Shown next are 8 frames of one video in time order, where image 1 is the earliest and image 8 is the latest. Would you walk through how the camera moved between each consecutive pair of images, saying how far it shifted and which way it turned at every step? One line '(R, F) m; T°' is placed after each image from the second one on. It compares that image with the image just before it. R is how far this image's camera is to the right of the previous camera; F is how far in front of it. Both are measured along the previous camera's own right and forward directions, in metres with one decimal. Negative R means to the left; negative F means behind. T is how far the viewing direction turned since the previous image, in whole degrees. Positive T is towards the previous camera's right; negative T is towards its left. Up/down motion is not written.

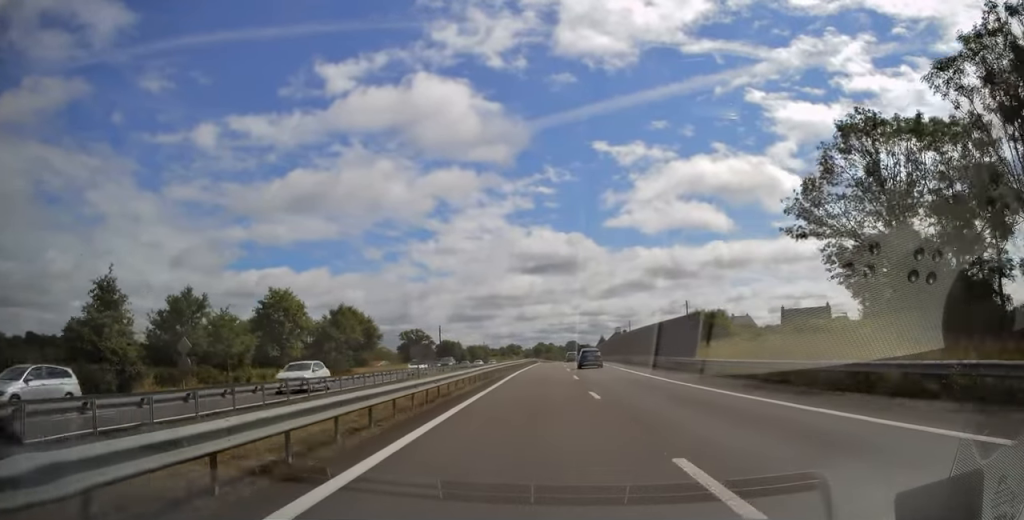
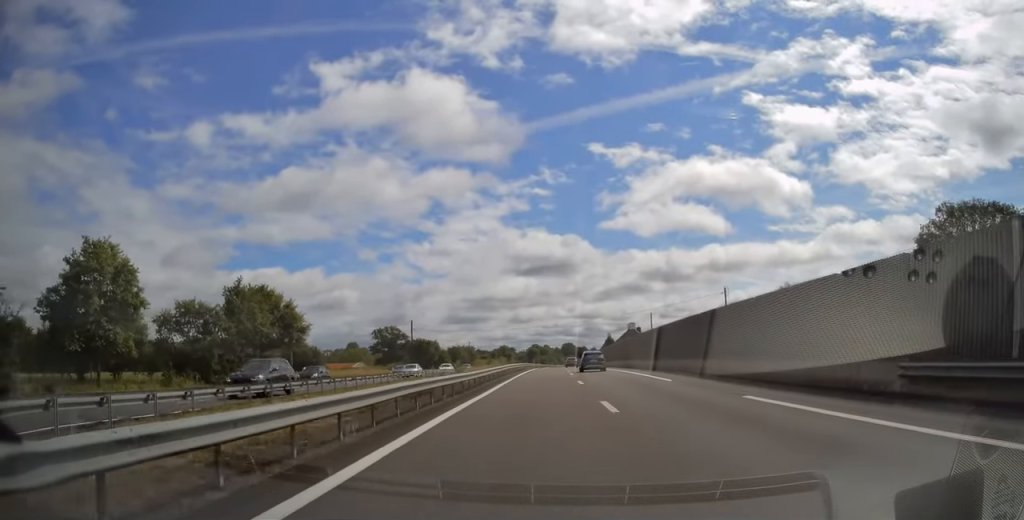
(0.0, +29.6) m; +1°
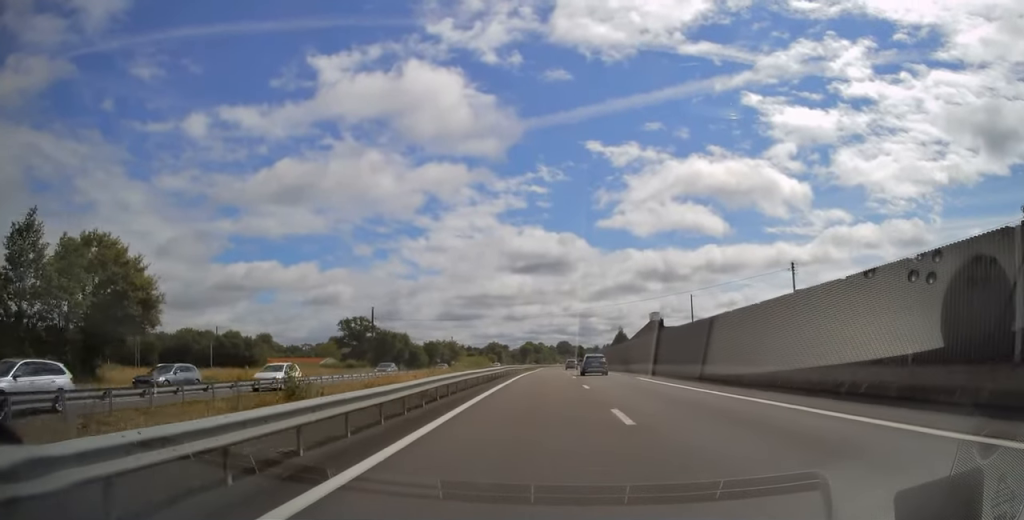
(+0.2, +28.1) m; +1°
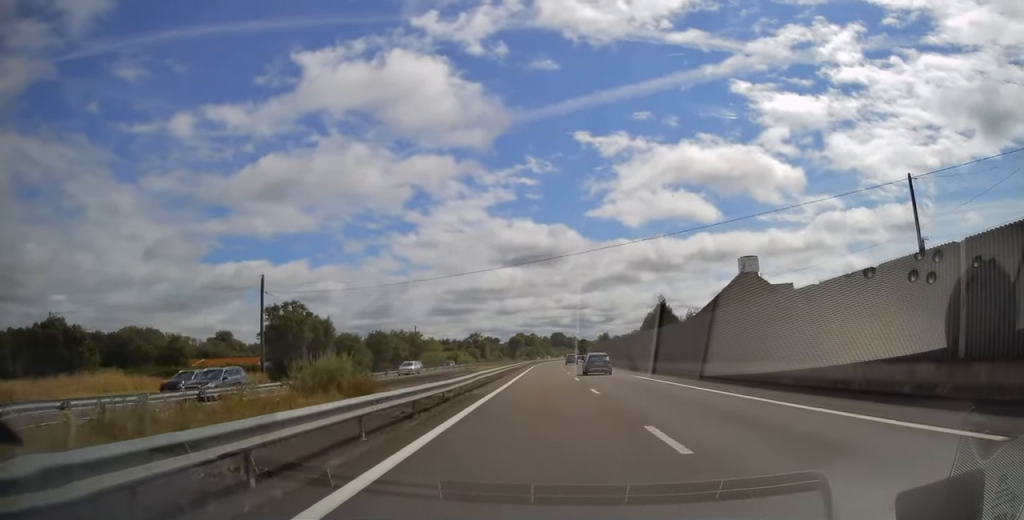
(+0.3, +41.9) m; 0°
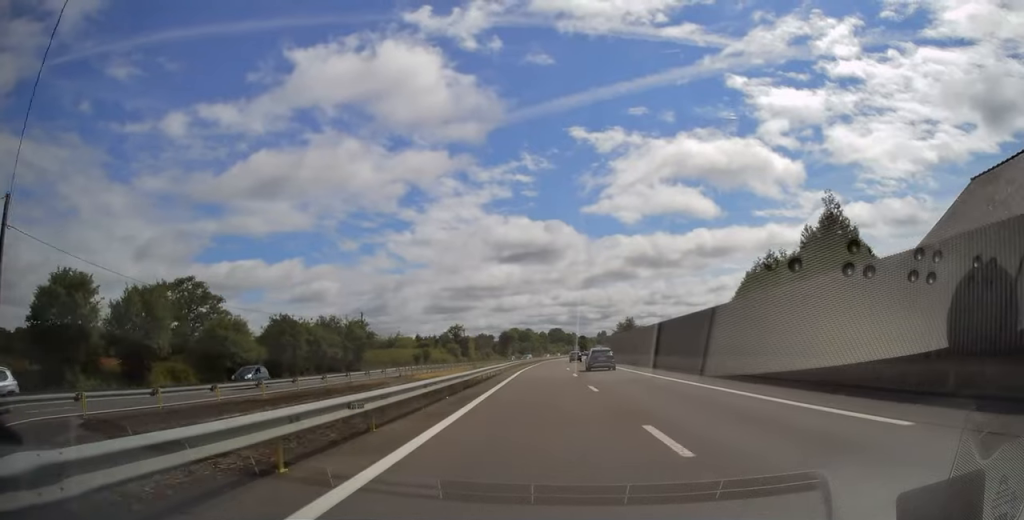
(-0.1, +38.9) m; -1°
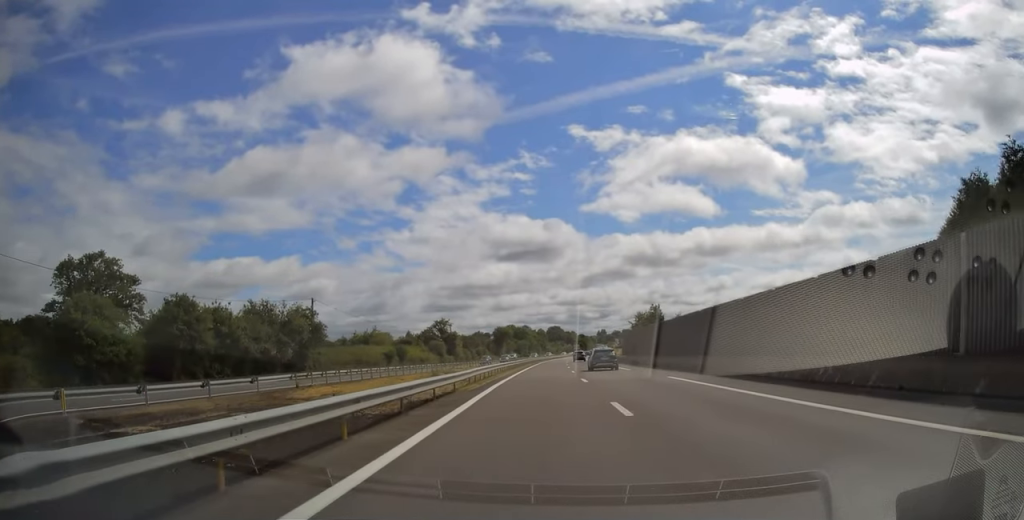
(-0.3, +21.1) m; +1°
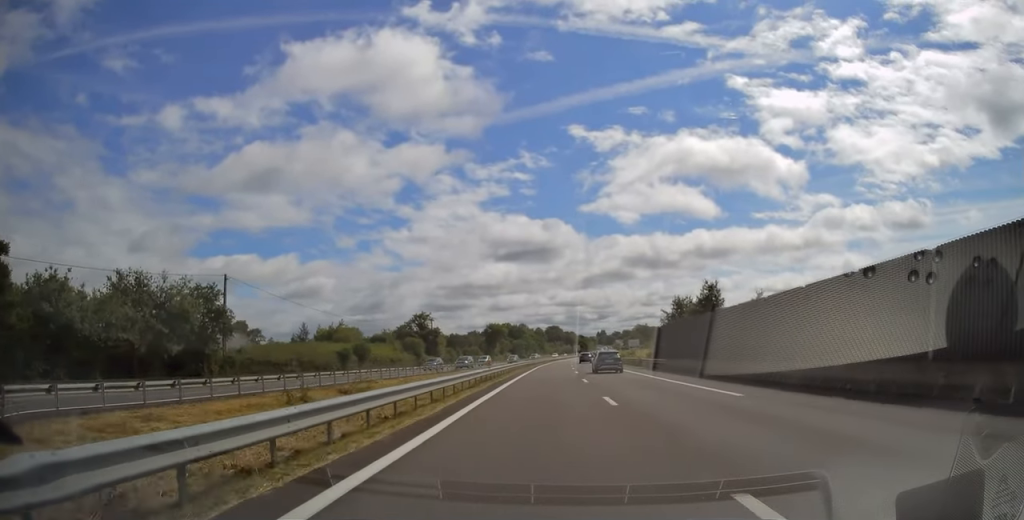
(+0.5, +22.7) m; +1°
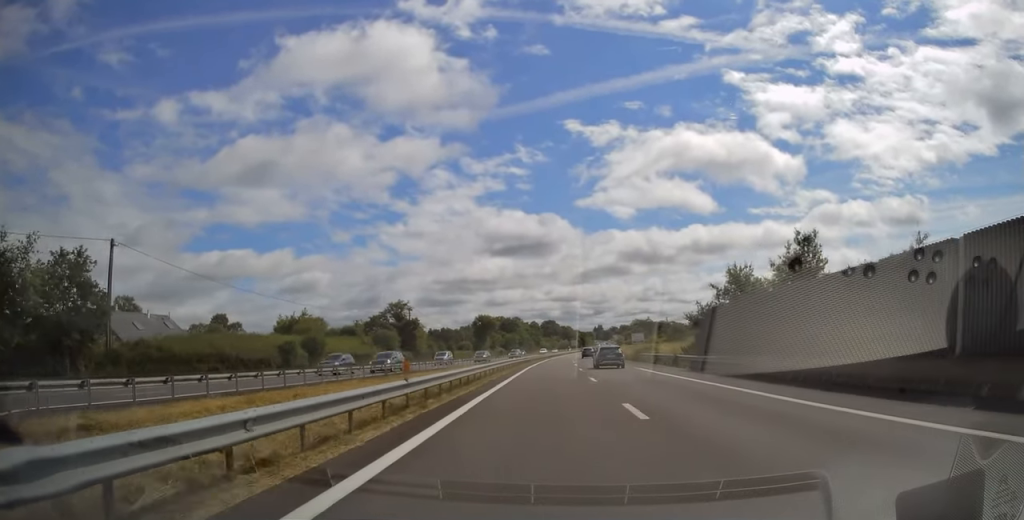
(+0.2, +17.1) m; 0°
